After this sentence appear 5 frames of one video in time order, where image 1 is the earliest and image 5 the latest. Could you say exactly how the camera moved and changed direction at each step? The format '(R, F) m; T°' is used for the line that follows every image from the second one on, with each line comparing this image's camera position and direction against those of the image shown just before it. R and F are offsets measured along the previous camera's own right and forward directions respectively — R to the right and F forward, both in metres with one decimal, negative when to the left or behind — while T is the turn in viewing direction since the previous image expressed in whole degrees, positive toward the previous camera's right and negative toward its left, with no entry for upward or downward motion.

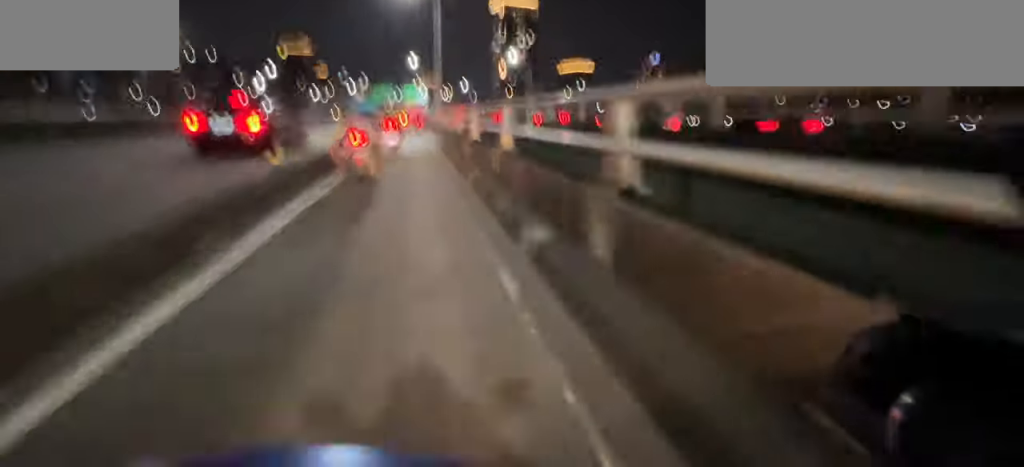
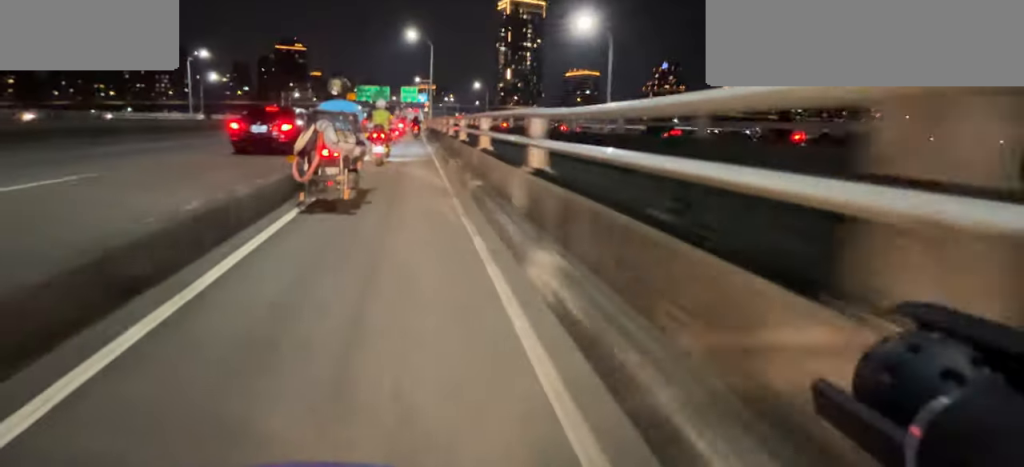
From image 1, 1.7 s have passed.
(+0.2, +24.4) m; +1°
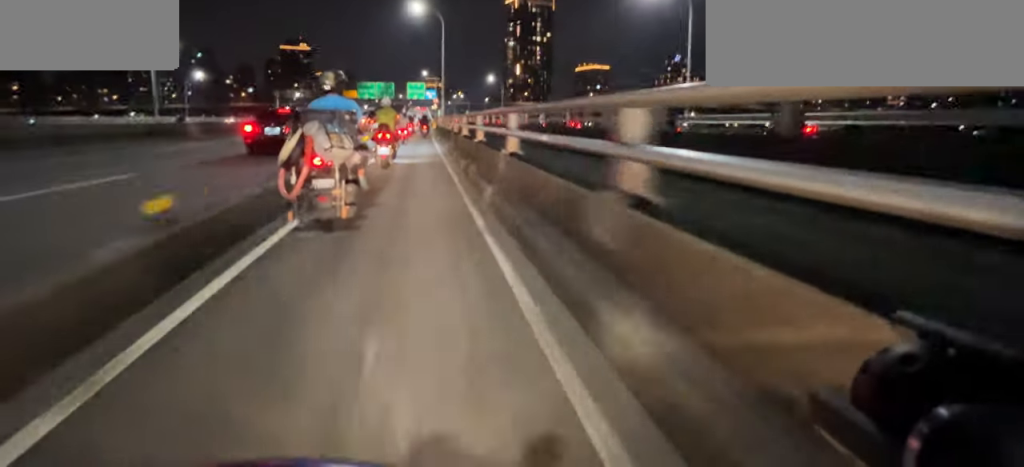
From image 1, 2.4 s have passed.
(-0.1, +8.9) m; +1°
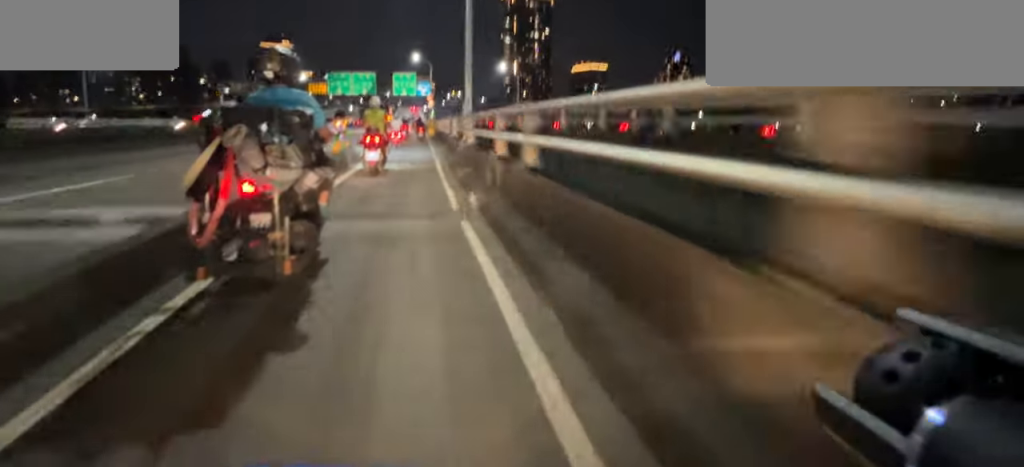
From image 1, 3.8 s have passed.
(+0.4, +19.2) m; +2°
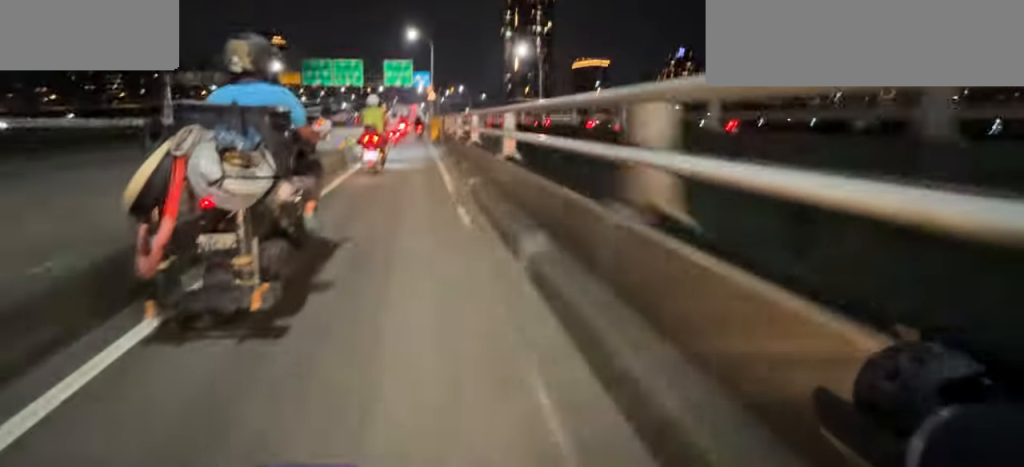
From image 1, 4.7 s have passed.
(+0.1, +12.6) m; 0°
